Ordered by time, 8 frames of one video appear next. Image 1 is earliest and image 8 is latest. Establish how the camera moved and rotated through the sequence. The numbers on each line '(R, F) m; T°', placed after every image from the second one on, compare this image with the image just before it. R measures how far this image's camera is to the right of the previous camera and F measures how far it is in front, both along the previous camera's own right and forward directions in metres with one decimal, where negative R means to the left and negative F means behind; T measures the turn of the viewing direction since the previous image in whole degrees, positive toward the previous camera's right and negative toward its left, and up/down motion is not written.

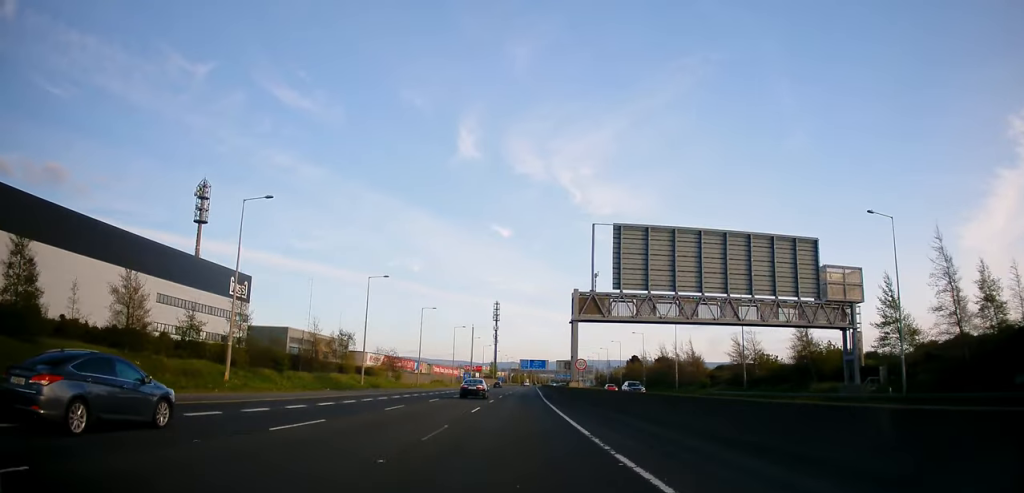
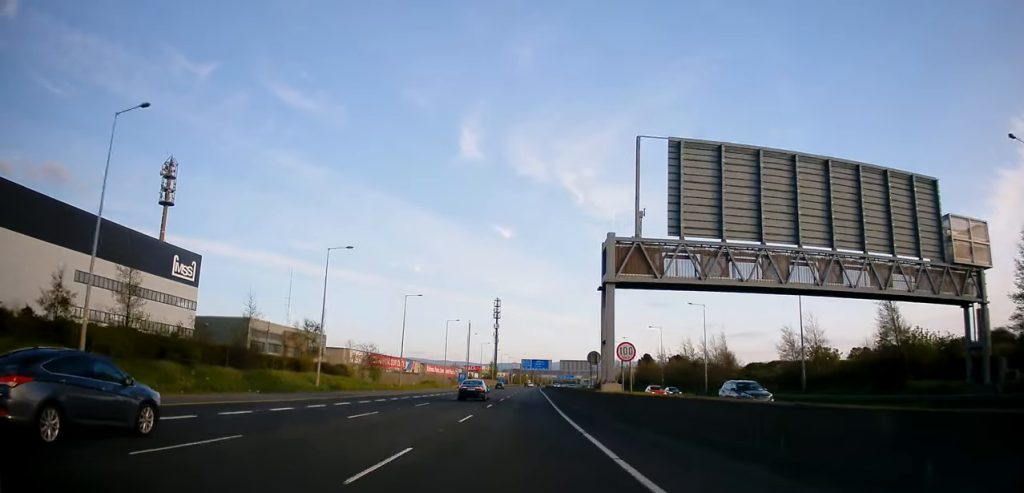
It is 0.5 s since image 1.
(0.0, +16.4) m; 0°
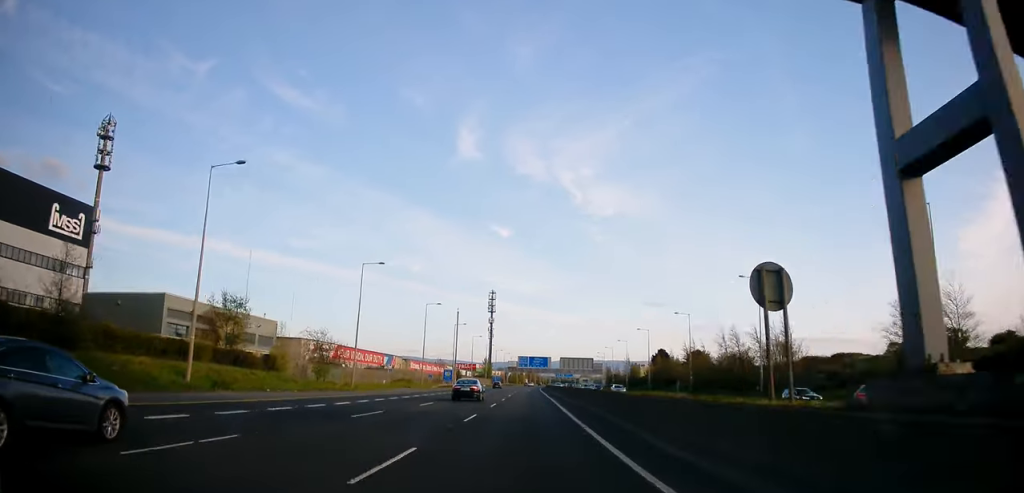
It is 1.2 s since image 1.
(-0.2, +24.4) m; 0°
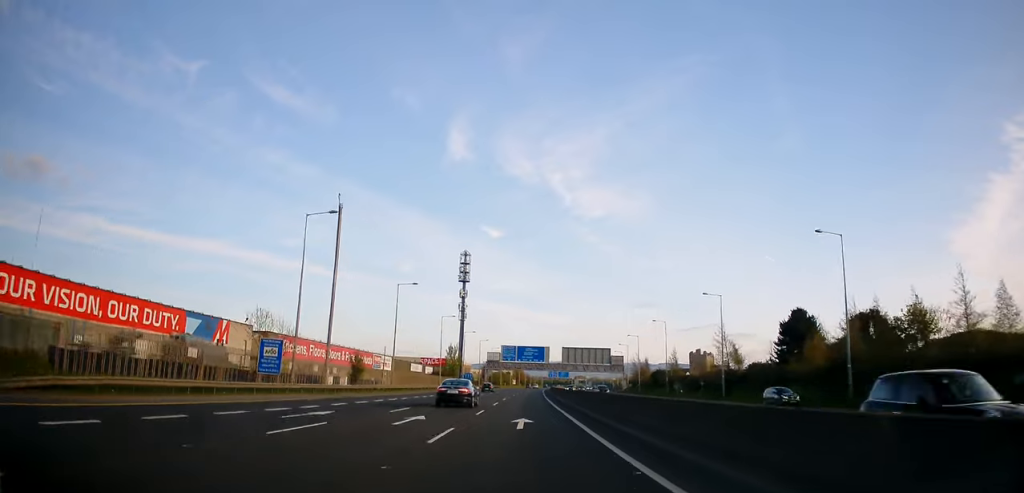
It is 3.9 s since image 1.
(+1.9, +89.2) m; +2°
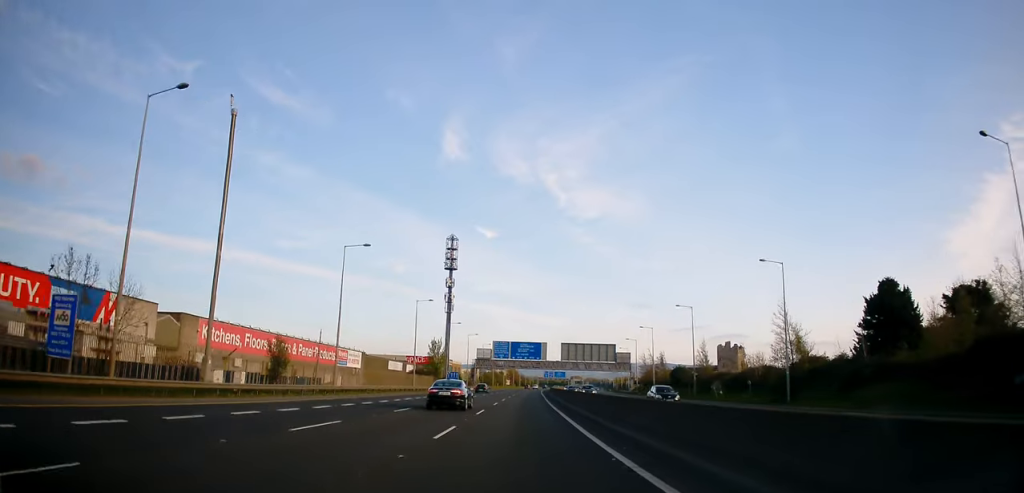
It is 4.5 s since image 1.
(0.0, +21.2) m; 0°
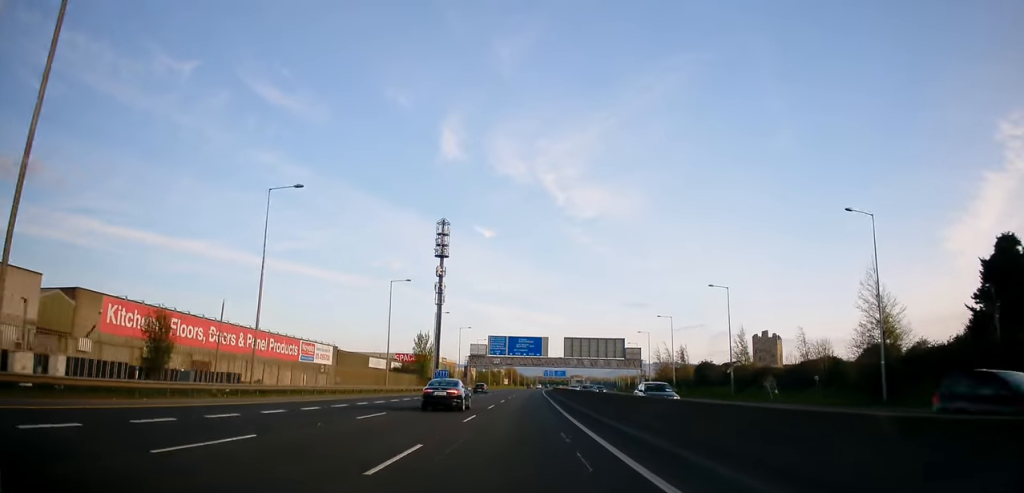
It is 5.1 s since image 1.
(+0.2, +18.5) m; +1°
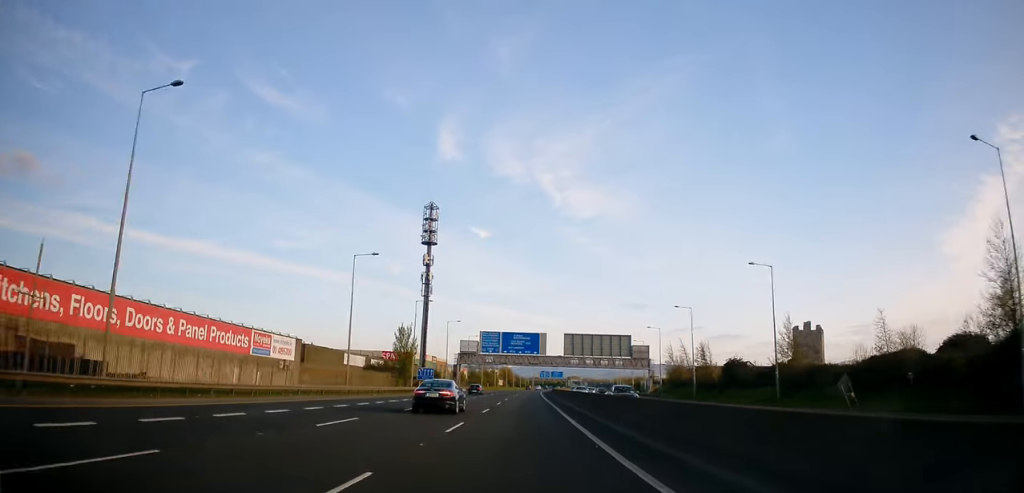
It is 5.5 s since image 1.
(0.0, +14.6) m; 0°
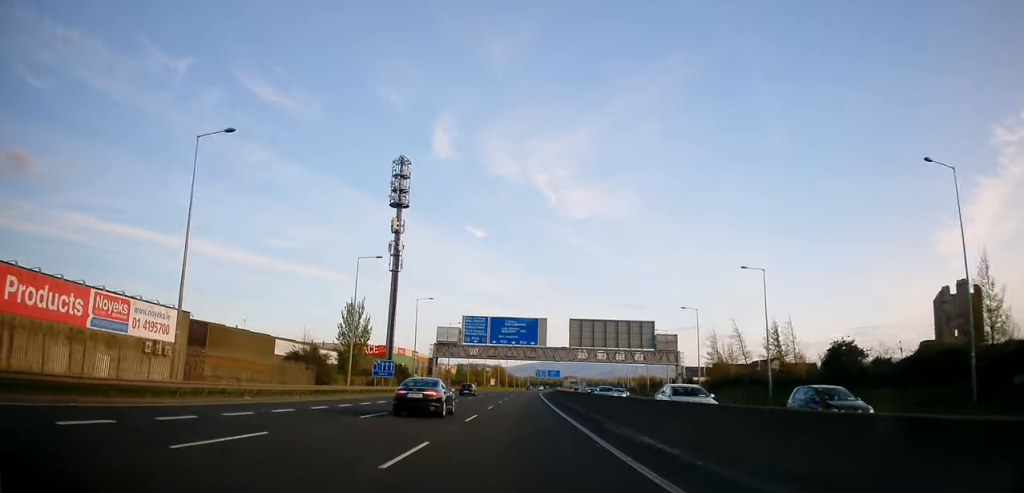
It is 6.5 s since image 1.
(0.0, +31.9) m; 0°
